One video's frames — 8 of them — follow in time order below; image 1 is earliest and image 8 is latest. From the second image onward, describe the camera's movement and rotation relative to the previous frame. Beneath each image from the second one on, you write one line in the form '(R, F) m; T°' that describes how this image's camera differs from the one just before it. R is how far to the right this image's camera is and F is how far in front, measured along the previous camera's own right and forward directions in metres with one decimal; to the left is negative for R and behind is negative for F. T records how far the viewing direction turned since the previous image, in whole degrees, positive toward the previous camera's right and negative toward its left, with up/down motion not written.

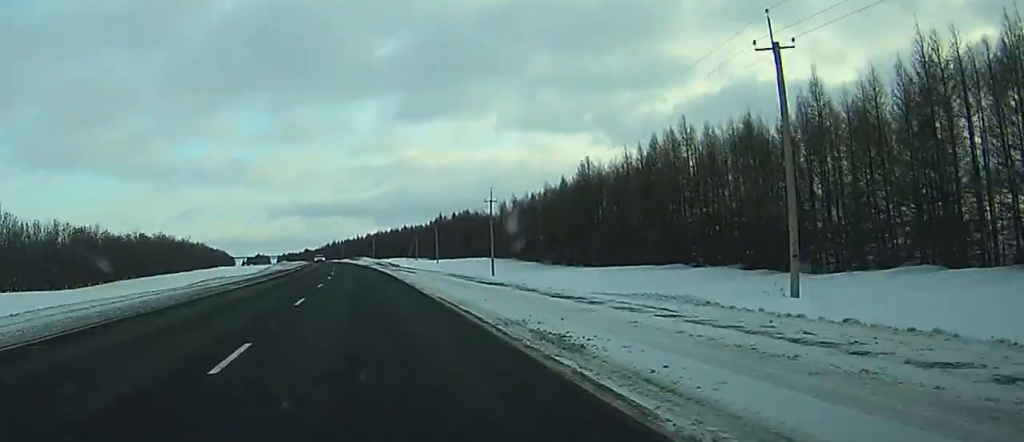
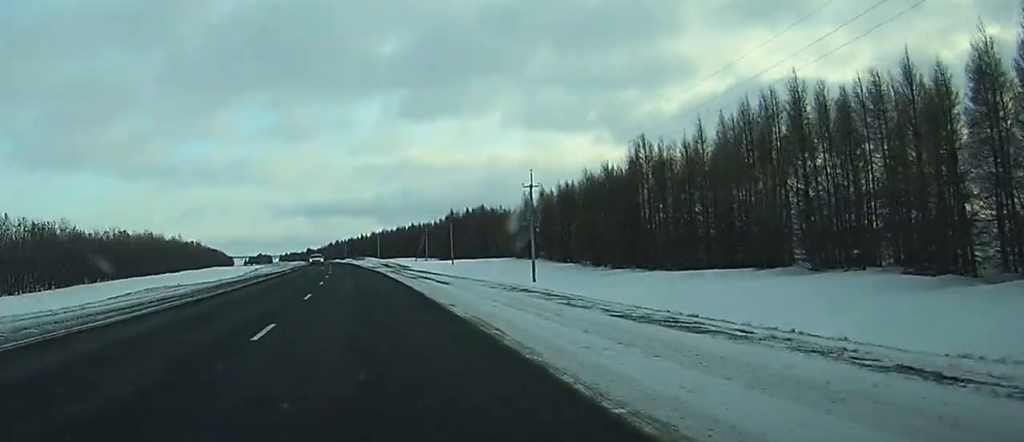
(-0.2, +20.4) m; -1°
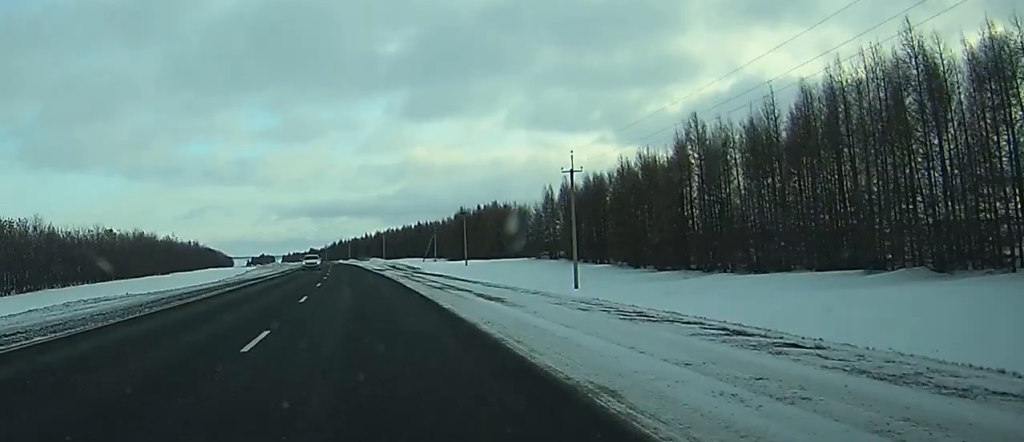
(-0.5, +13.2) m; -1°
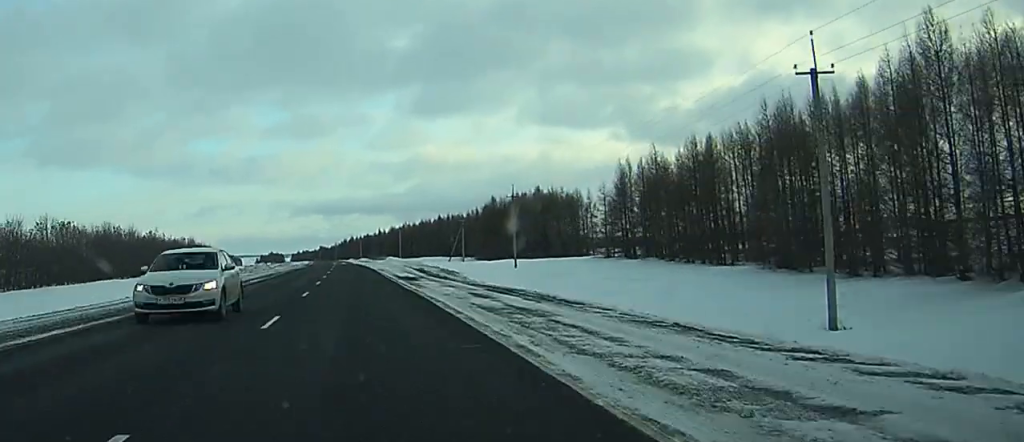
(0.0, +32.6) m; 0°
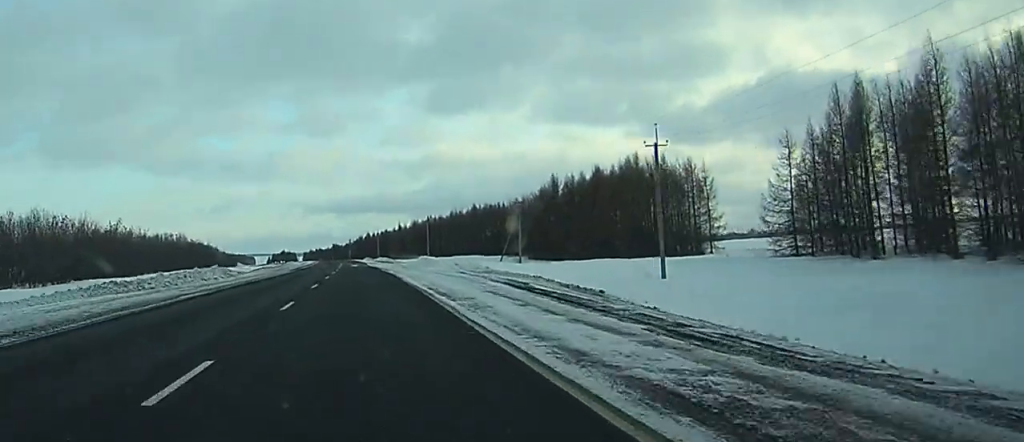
(-0.3, +43.9) m; -1°
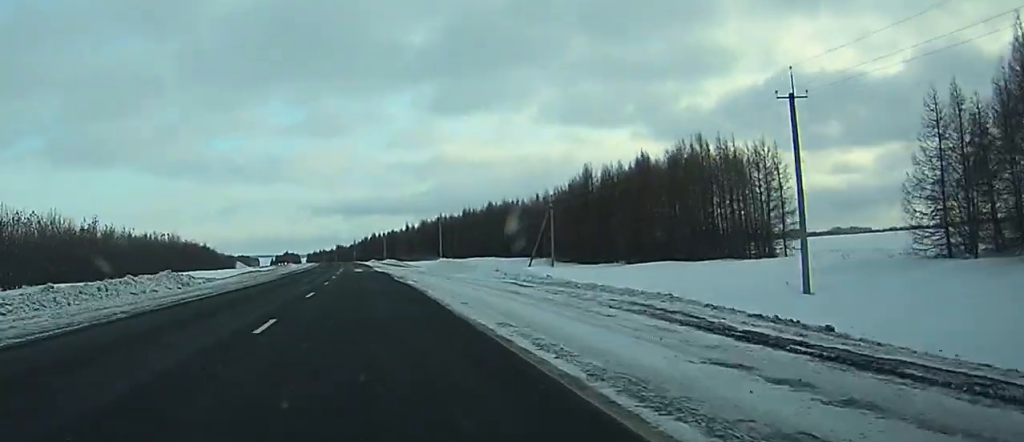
(-0.1, +17.4) m; 0°
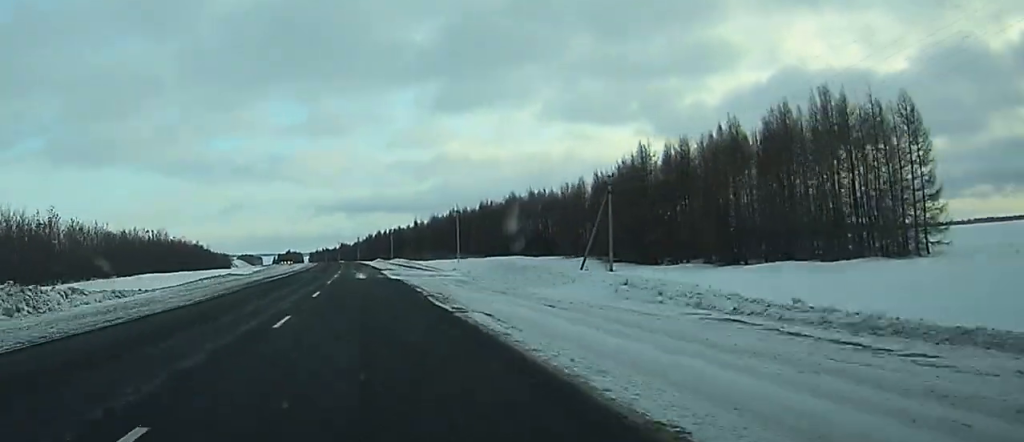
(-0.1, +22.6) m; 0°
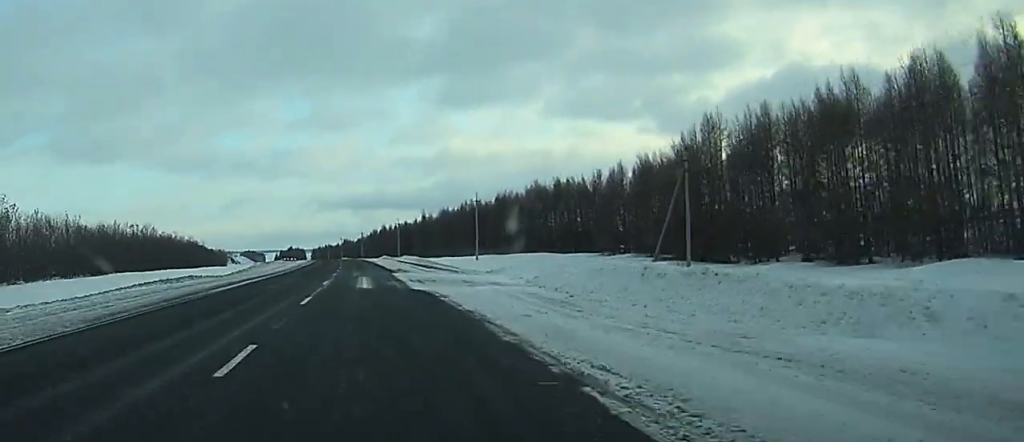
(0.0, +18.5) m; 0°
